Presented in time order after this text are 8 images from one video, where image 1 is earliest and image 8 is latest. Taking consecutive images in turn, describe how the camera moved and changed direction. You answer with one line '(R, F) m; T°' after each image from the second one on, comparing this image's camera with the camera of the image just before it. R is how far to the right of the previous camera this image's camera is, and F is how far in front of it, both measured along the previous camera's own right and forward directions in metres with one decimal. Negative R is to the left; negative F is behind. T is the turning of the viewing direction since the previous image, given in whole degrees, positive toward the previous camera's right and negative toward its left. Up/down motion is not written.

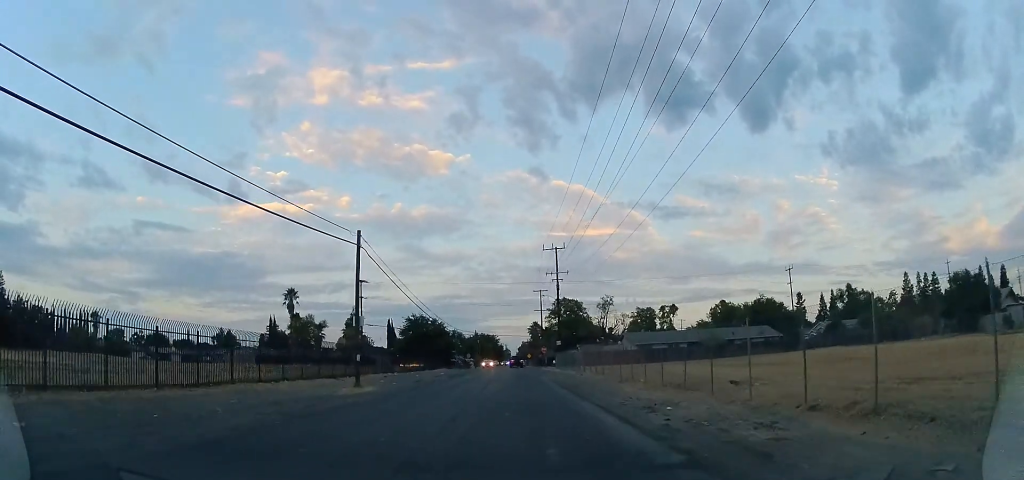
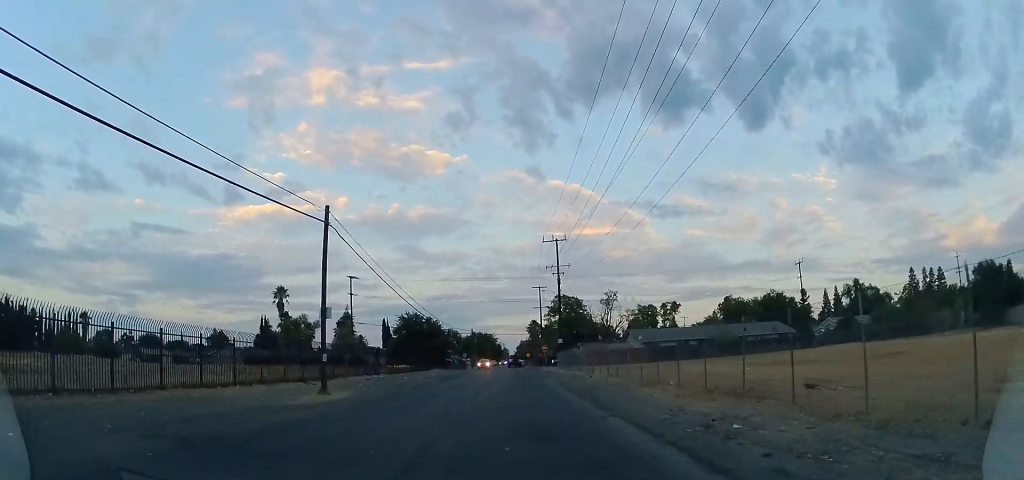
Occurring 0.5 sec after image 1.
(0.0, +4.5) m; 0°
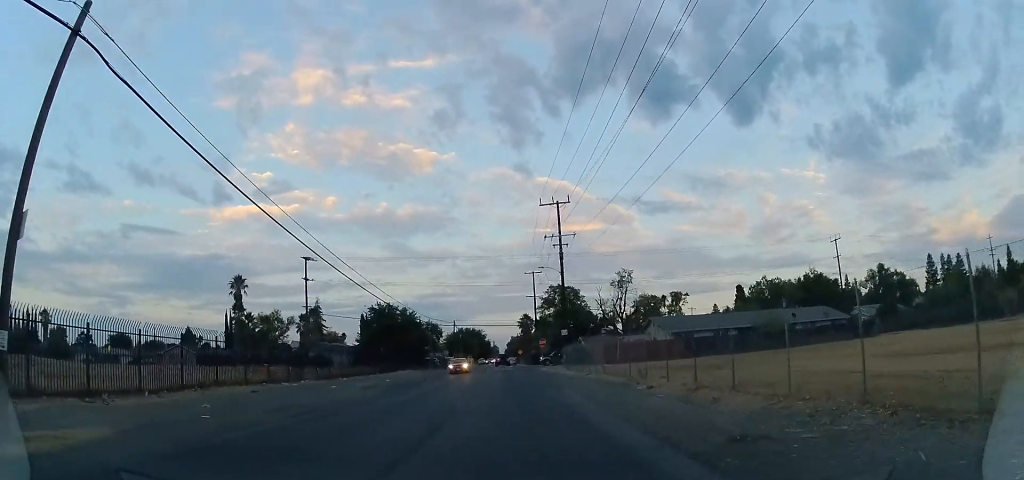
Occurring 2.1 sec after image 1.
(0.0, +15.0) m; 0°
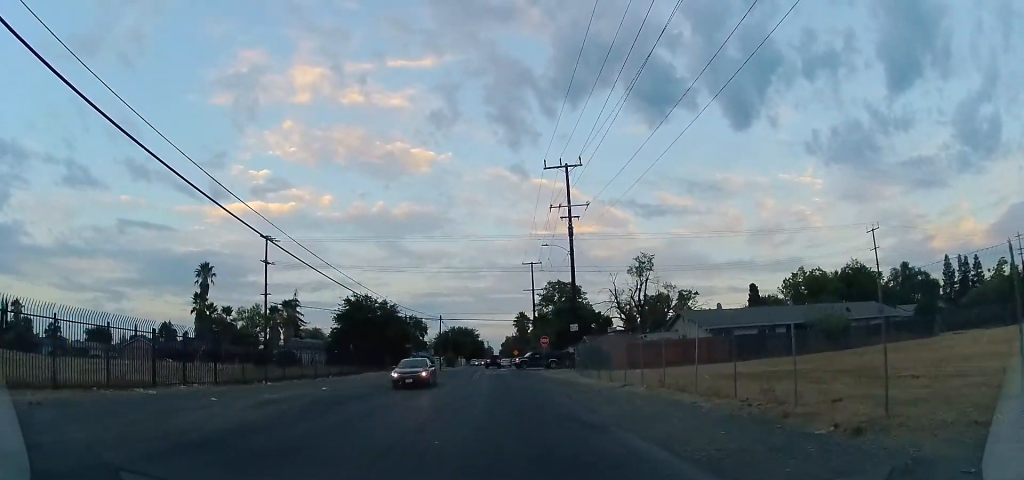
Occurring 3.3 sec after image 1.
(0.0, +10.7) m; +2°
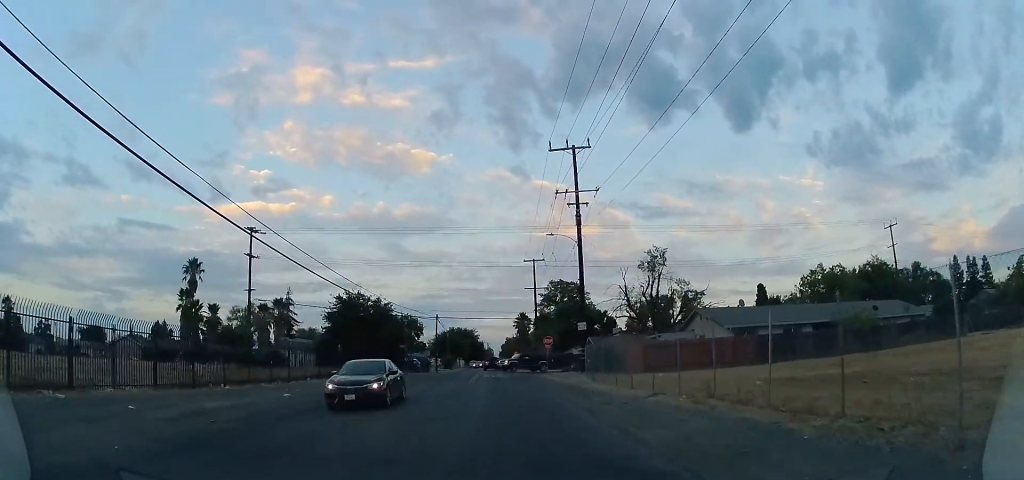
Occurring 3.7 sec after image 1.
(-0.1, +4.0) m; +1°
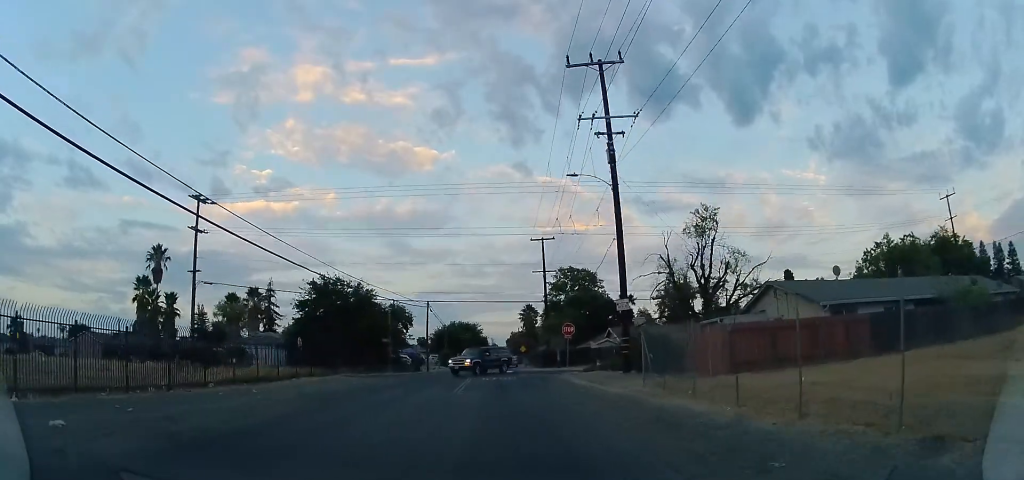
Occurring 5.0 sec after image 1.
(+0.4, +11.6) m; 0°
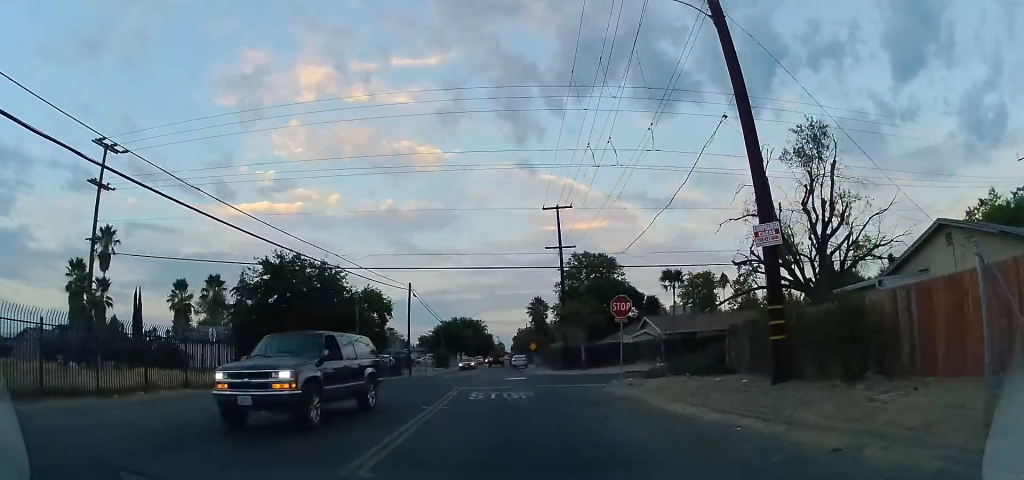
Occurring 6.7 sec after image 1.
(-0.7, +14.6) m; -3°
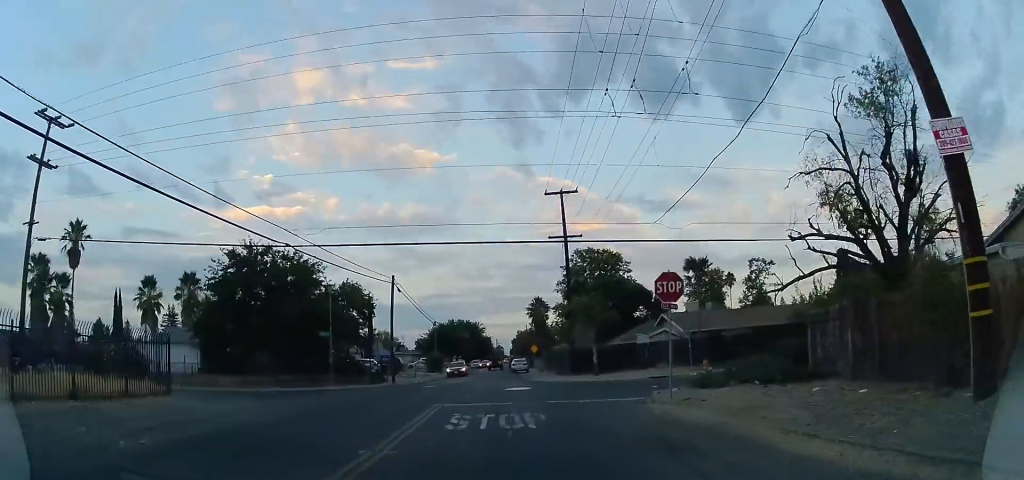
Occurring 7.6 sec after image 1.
(0.0, +6.0) m; 0°
